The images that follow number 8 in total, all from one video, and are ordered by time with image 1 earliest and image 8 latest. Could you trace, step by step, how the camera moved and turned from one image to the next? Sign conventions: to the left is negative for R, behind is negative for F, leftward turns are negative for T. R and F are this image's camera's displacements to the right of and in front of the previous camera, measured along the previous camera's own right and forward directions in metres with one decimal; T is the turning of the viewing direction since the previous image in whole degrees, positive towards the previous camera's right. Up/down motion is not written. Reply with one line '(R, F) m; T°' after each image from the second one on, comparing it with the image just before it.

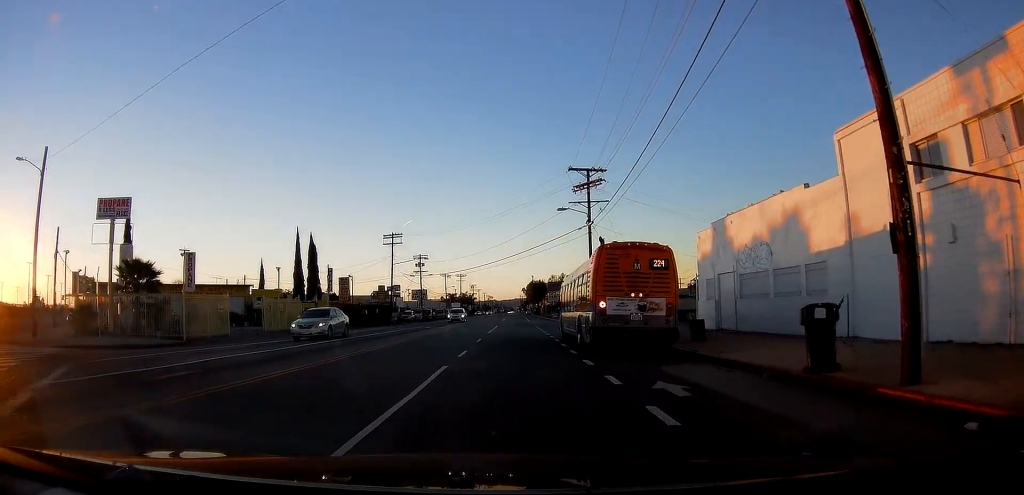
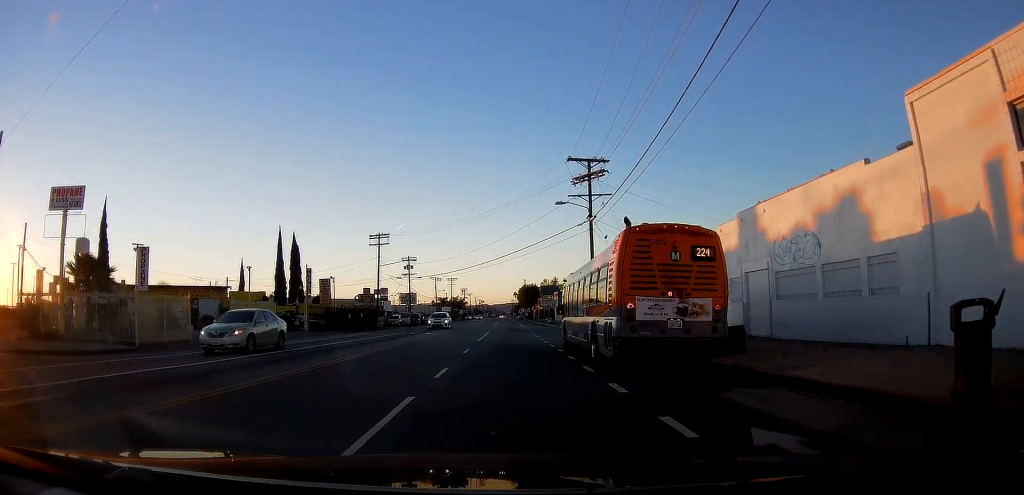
(+0.3, +4.2) m; 0°
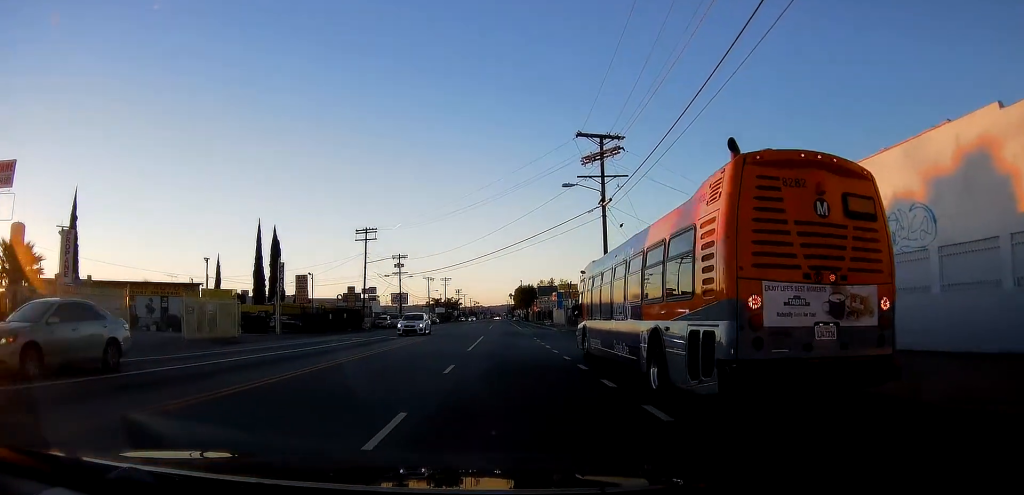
(+0.2, +5.9) m; 0°
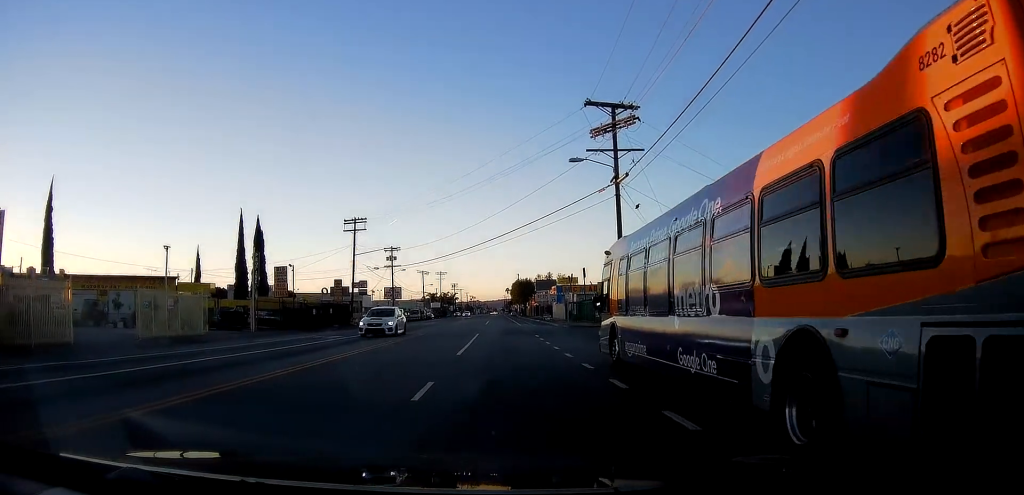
(-0.3, +4.6) m; 0°
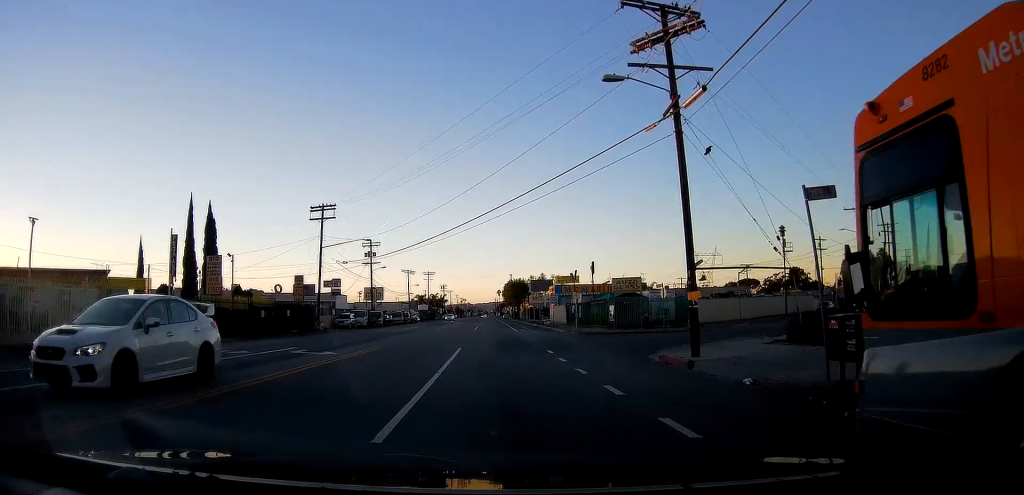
(+0.3, +11.1) m; +3°
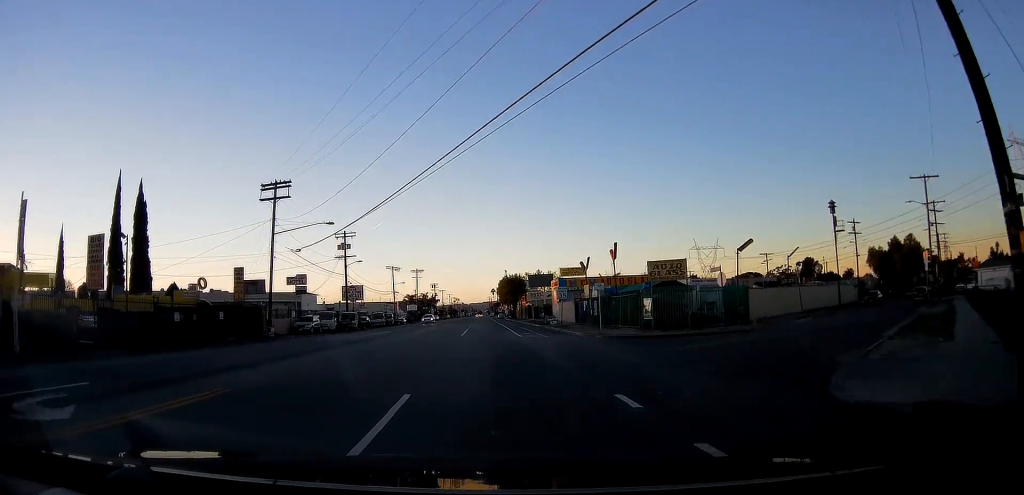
(+0.3, +12.7) m; +1°
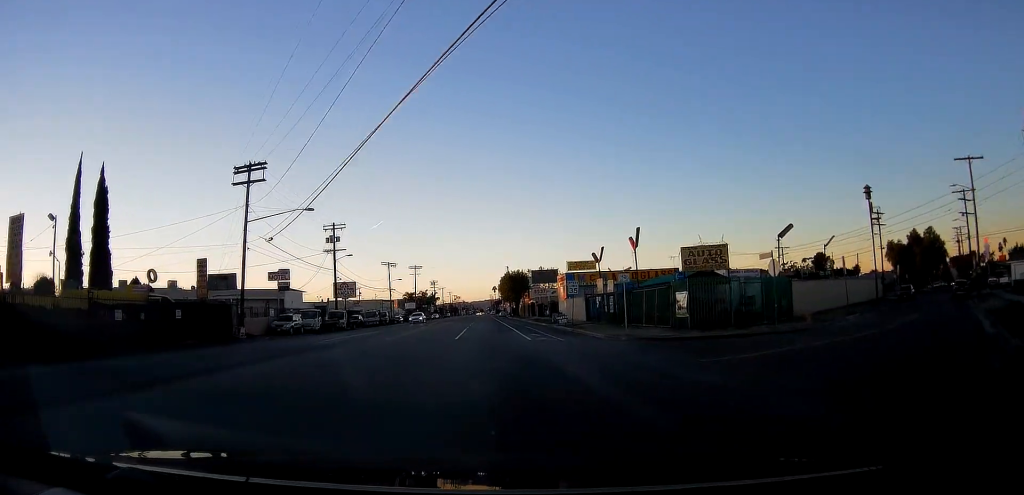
(0.0, +6.4) m; 0°
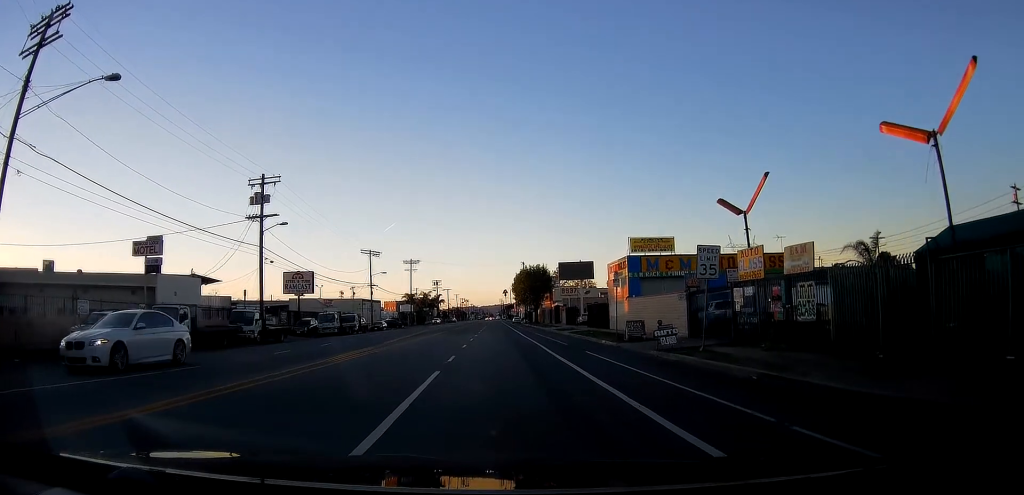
(0.0, +28.4) m; 0°
